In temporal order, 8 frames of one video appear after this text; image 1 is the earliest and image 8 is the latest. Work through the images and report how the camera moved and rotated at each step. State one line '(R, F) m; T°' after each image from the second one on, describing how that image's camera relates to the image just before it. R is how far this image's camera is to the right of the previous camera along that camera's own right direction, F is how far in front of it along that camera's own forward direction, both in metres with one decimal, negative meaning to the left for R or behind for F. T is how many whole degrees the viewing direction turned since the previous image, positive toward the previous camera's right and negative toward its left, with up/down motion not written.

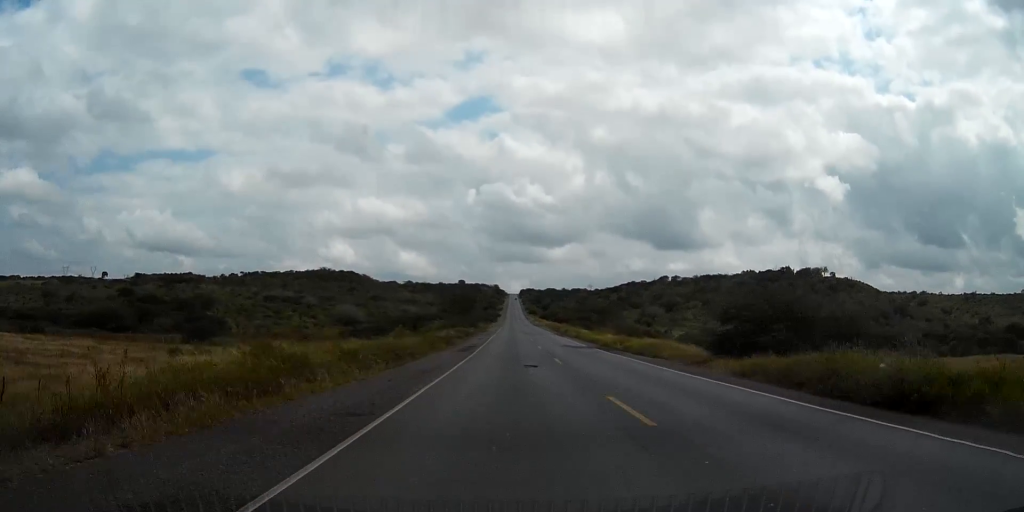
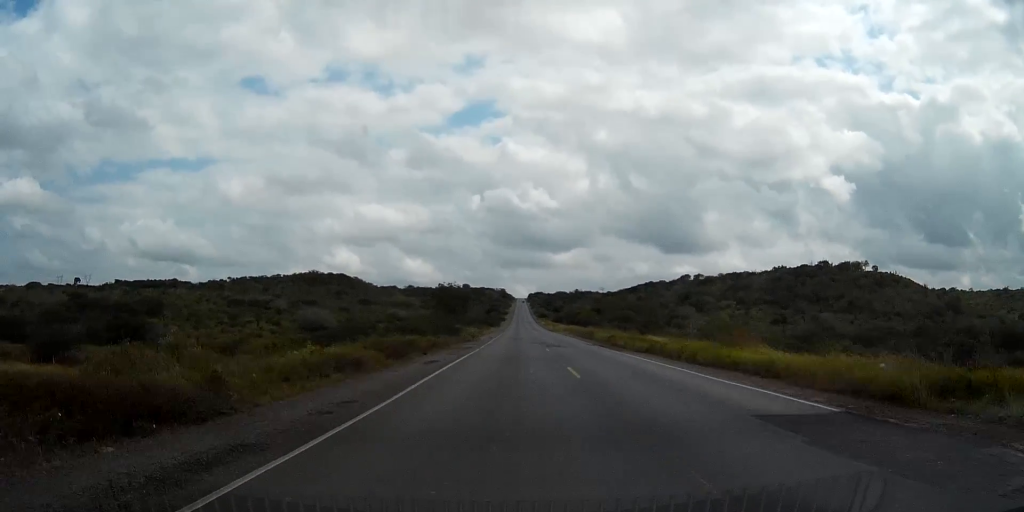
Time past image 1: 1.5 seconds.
(0.0, +40.9) m; 0°
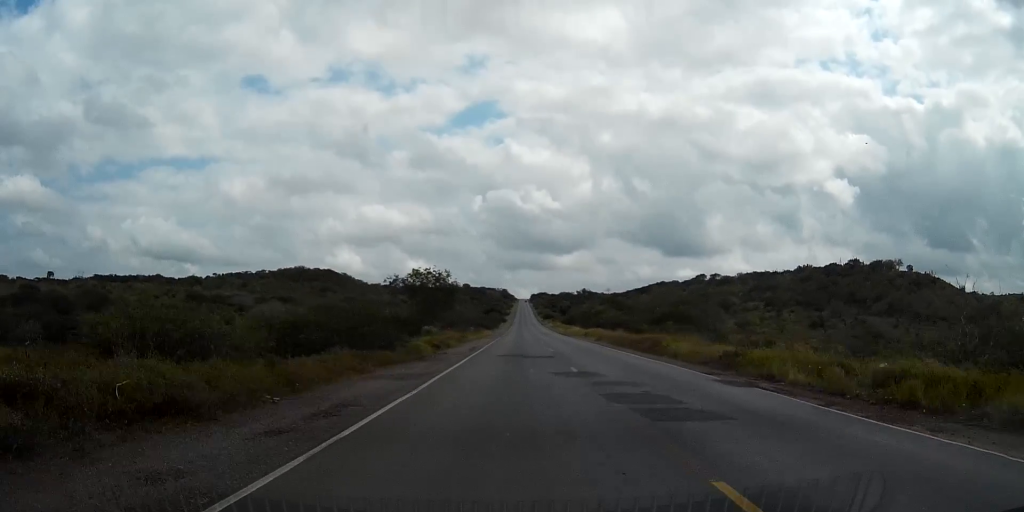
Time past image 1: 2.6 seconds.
(-0.1, +30.9) m; 0°
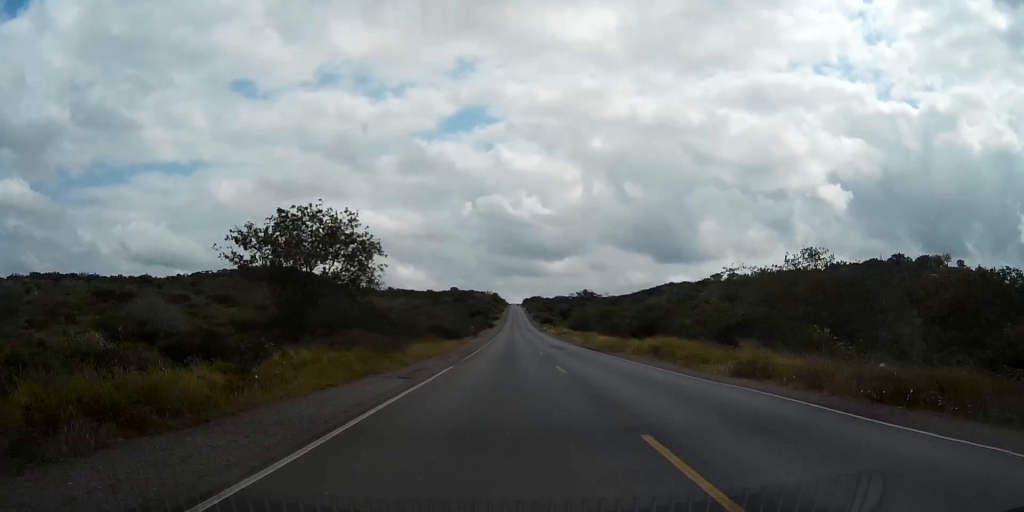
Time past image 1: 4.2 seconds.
(+0.2, +45.3) m; +1°
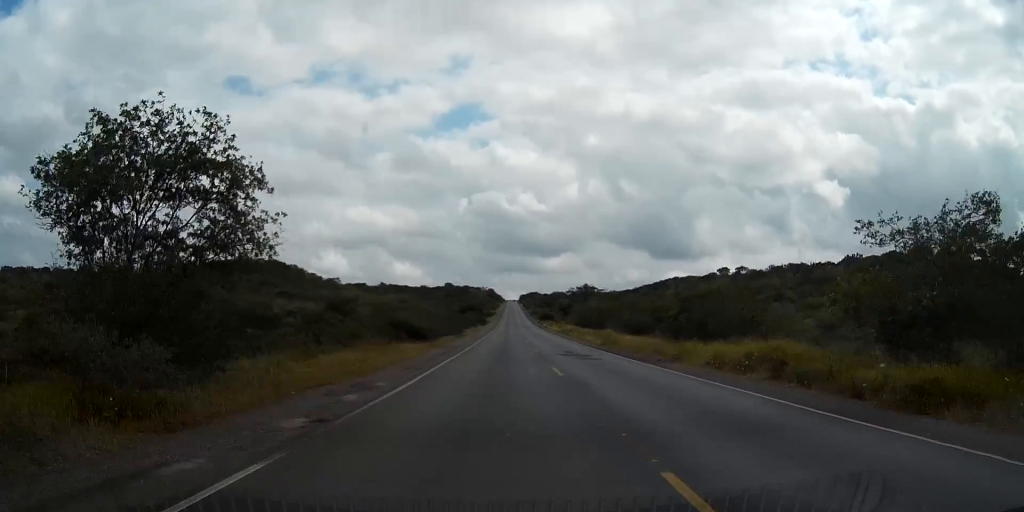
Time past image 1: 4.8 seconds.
(0.0, +18.1) m; 0°
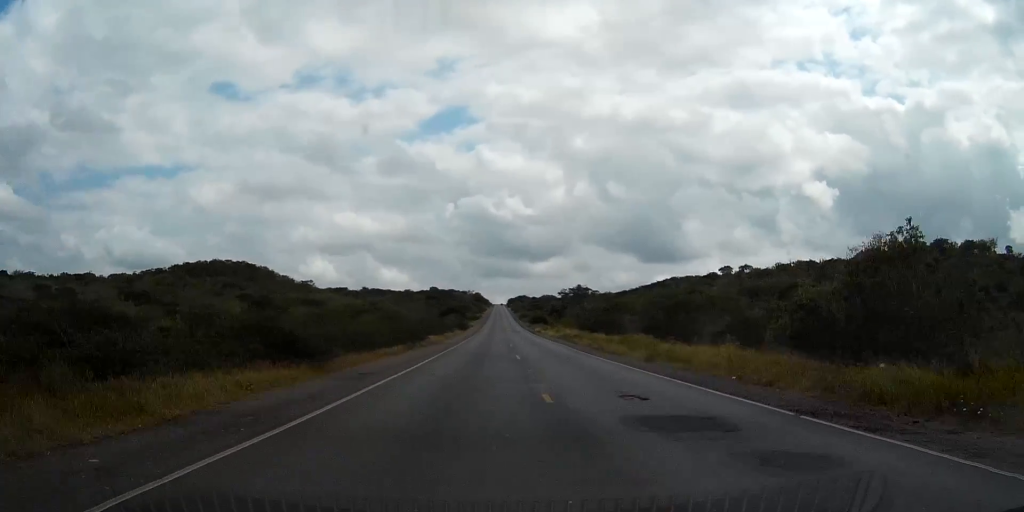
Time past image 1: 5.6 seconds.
(+0.1, +22.0) m; 0°
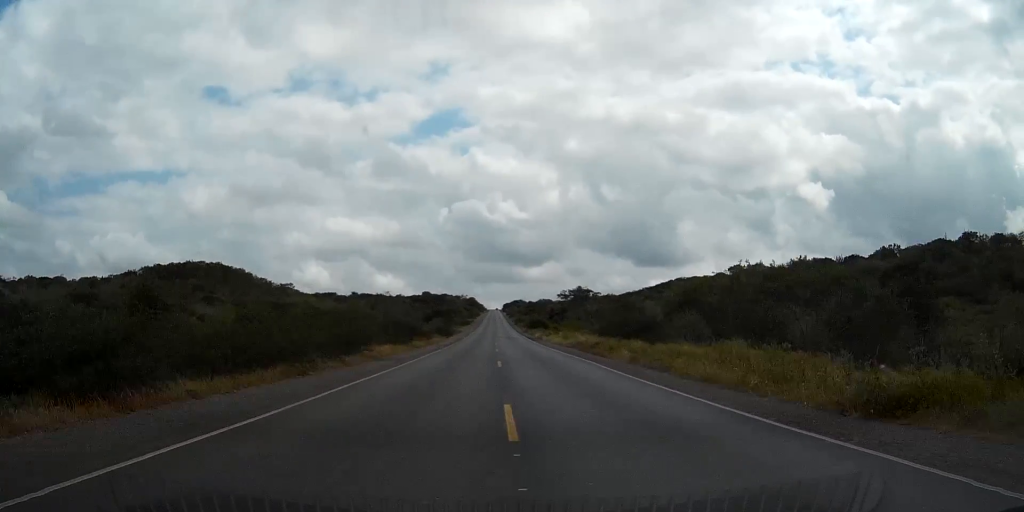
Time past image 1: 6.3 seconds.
(0.0, +20.1) m; 0°
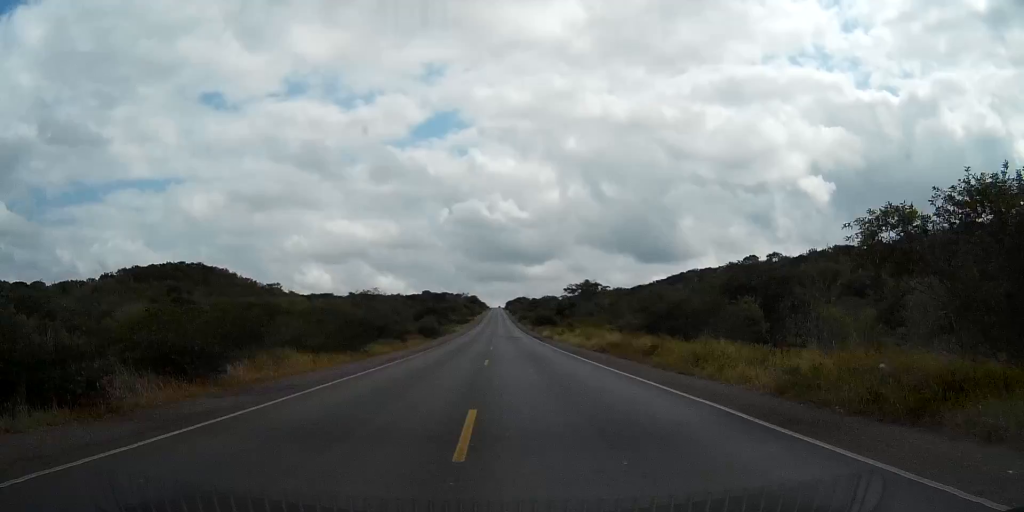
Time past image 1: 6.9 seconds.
(-0.1, +17.2) m; 0°
